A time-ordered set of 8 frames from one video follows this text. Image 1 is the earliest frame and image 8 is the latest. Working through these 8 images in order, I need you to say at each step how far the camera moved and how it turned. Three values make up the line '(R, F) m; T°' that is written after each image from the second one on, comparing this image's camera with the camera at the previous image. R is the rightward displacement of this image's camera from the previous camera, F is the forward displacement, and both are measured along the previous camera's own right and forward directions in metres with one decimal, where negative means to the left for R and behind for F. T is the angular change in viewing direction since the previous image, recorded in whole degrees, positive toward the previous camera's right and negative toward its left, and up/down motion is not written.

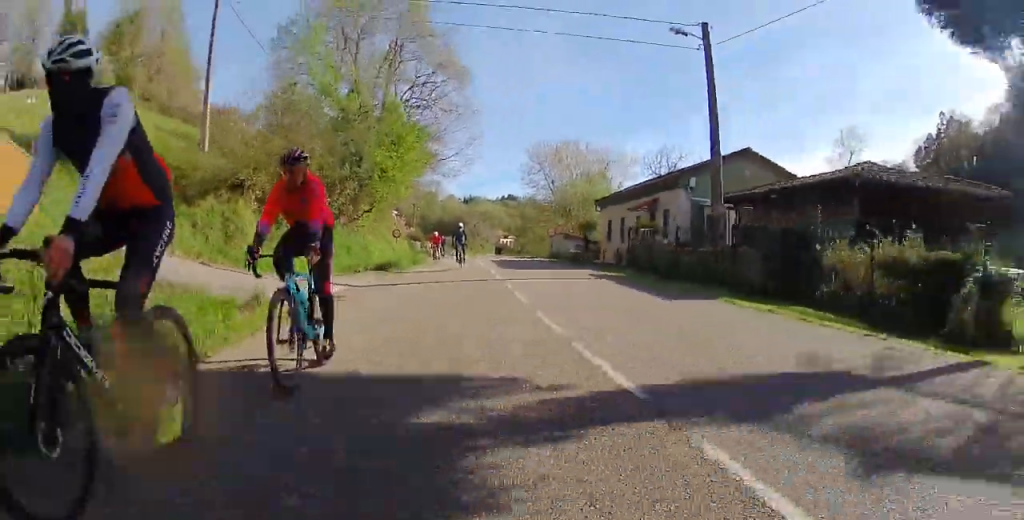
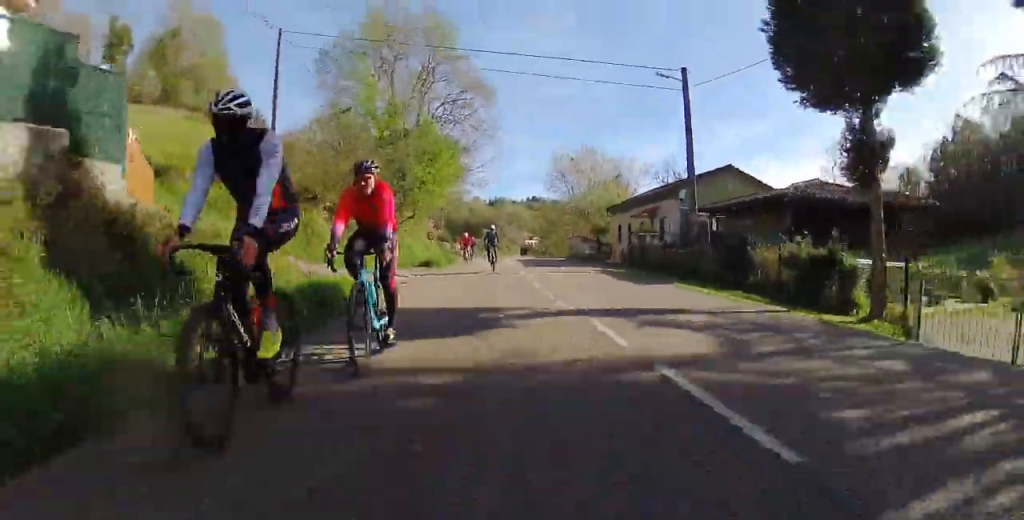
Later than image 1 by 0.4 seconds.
(0.0, +4.6) m; -6°
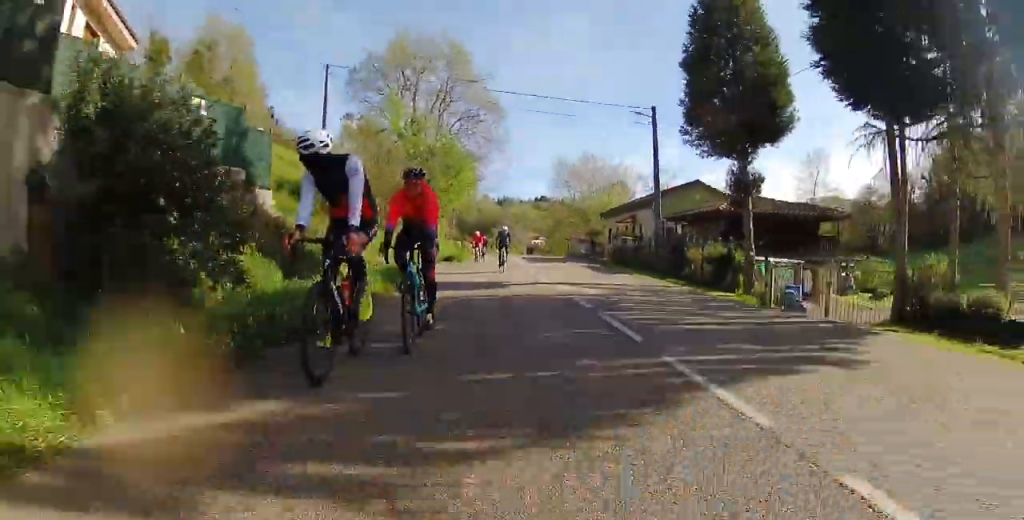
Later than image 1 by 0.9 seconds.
(+0.5, +6.1) m; -11°
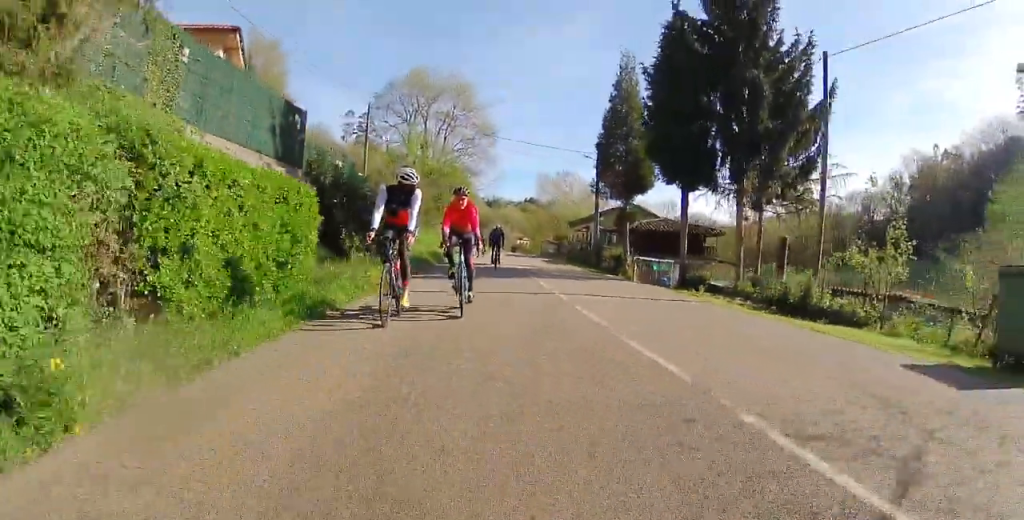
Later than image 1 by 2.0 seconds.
(-3.6, +11.7) m; +1°
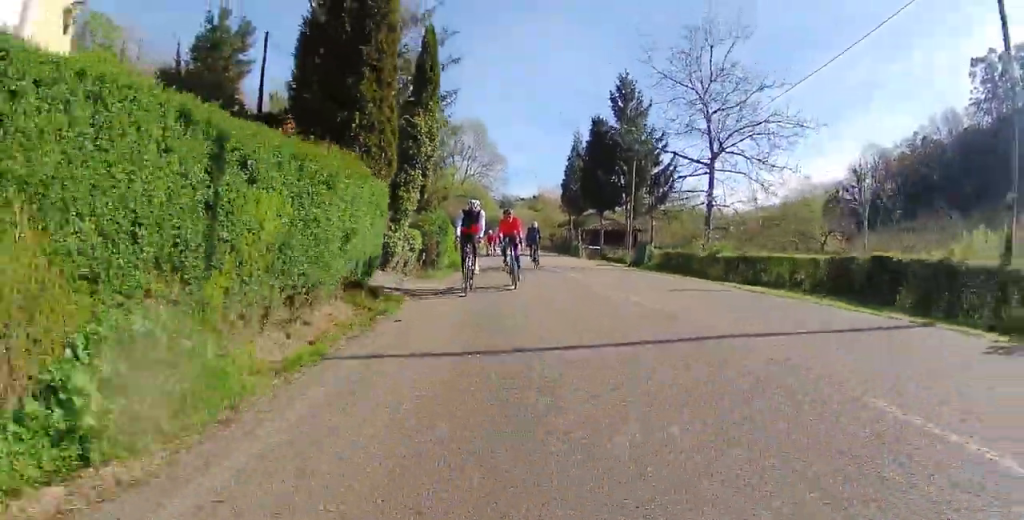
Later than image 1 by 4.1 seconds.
(+9.3, +22.3) m; +25°
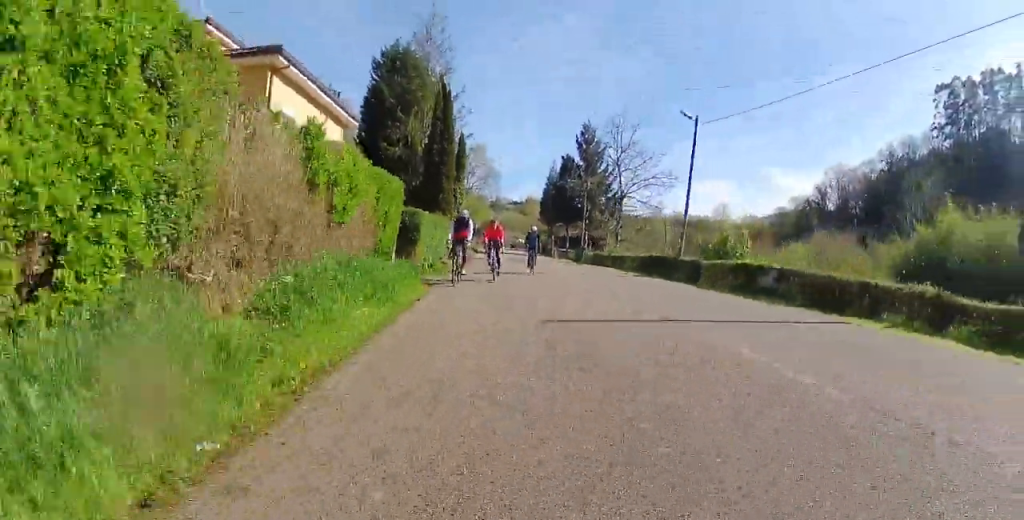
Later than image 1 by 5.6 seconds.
(0.0, +17.8) m; -1°
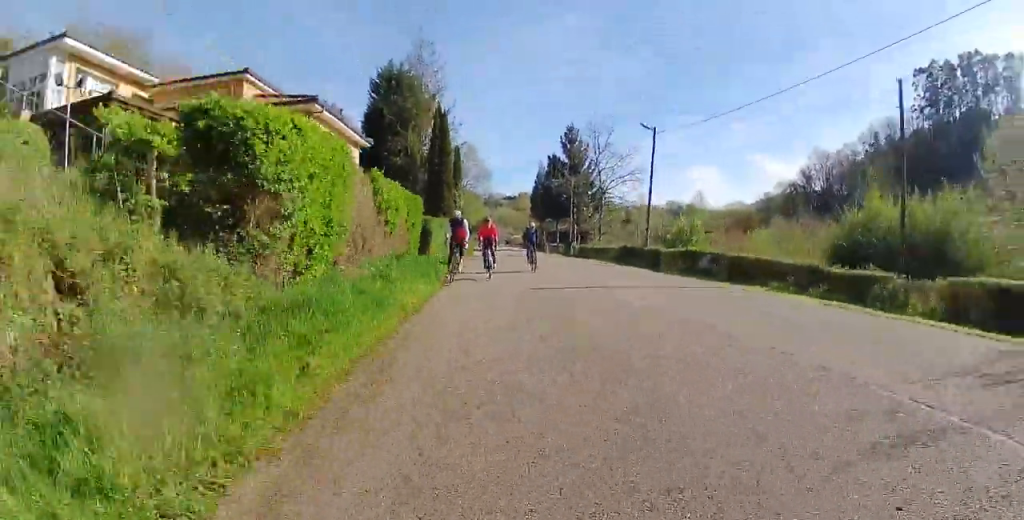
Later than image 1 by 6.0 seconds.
(+0.1, +5.1) m; -1°
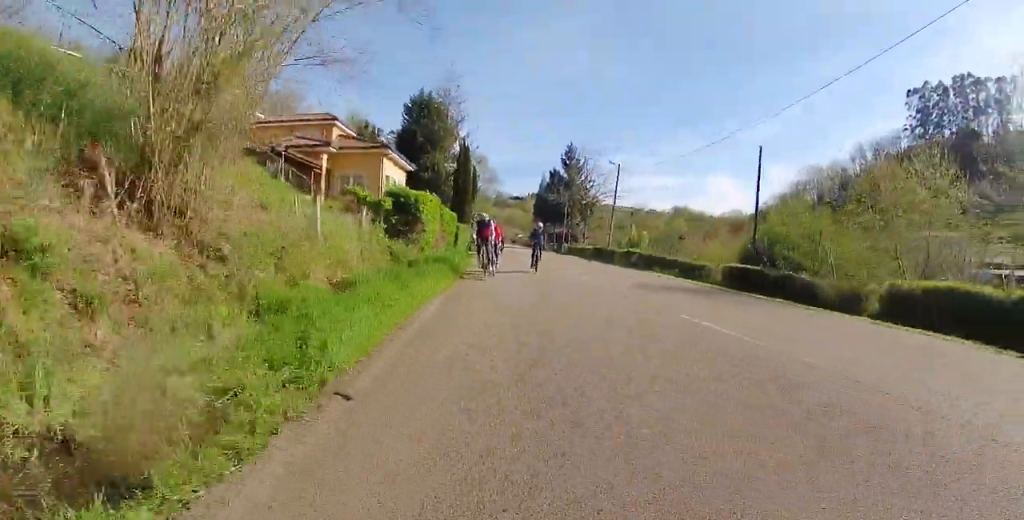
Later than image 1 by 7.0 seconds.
(-0.5, +11.8) m; -3°
